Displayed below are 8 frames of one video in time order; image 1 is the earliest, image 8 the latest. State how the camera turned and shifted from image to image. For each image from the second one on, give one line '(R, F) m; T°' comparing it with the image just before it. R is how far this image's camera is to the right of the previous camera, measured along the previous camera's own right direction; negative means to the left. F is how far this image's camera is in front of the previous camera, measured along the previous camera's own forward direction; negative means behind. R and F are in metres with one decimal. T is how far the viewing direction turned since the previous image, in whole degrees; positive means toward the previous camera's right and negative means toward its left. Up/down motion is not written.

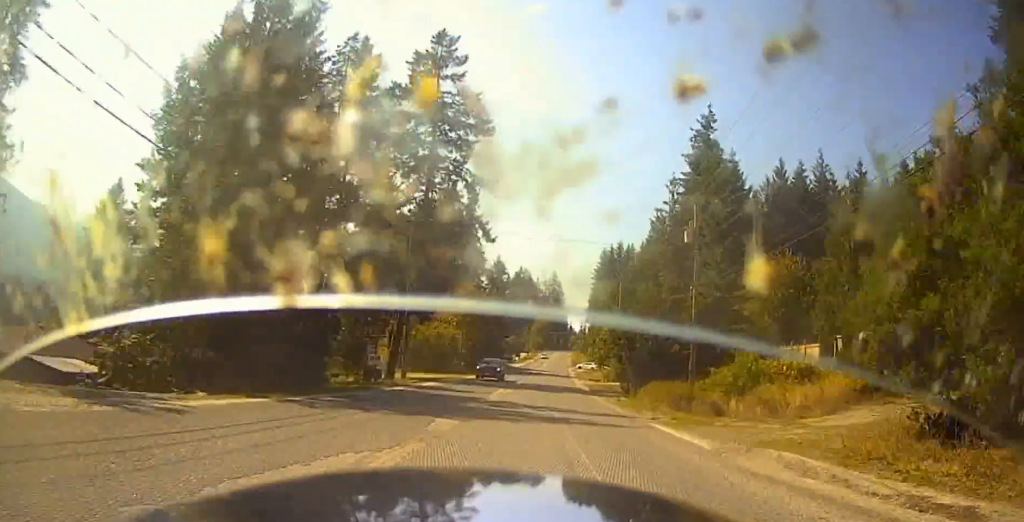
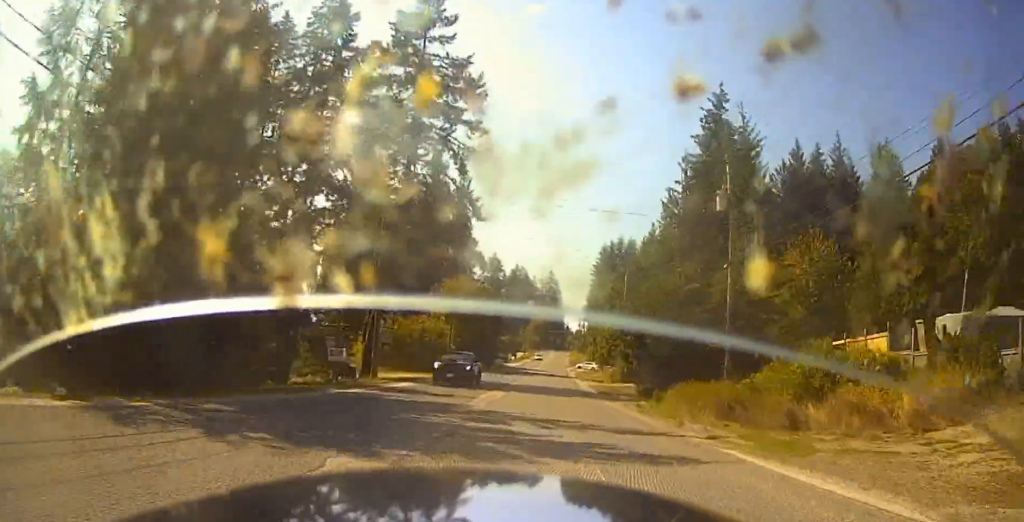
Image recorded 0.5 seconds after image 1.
(+0.2, +7.0) m; 0°
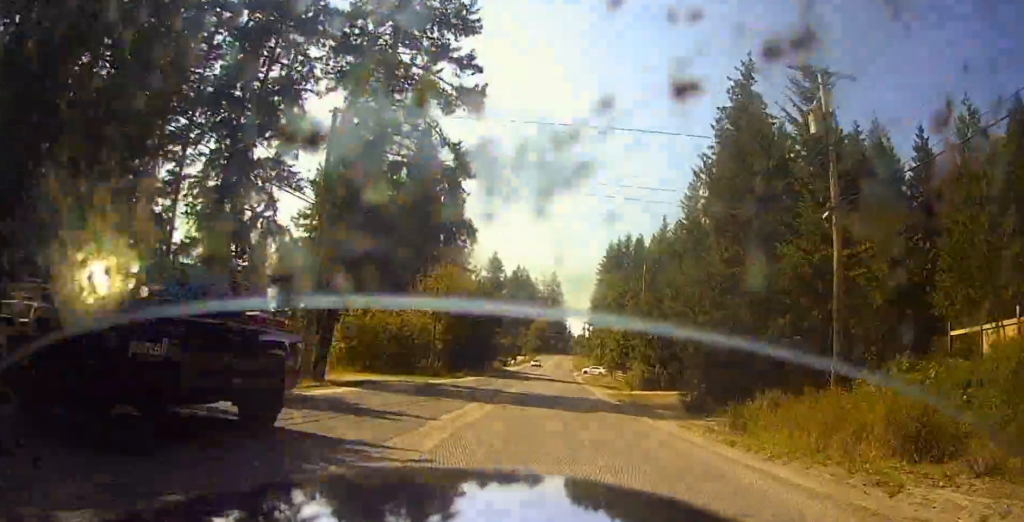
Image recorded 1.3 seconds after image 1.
(+0.1, +10.7) m; -1°
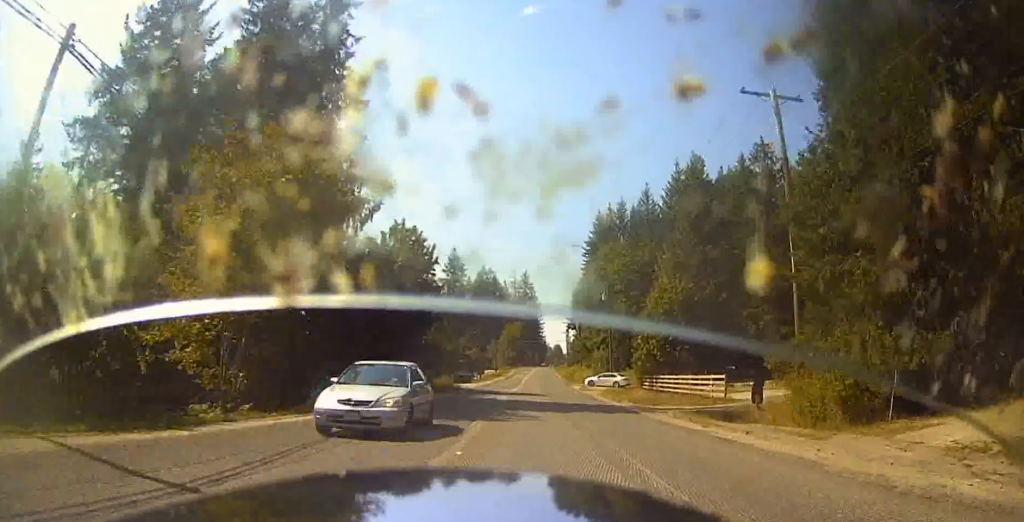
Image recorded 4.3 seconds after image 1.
(-1.5, +42.3) m; -2°
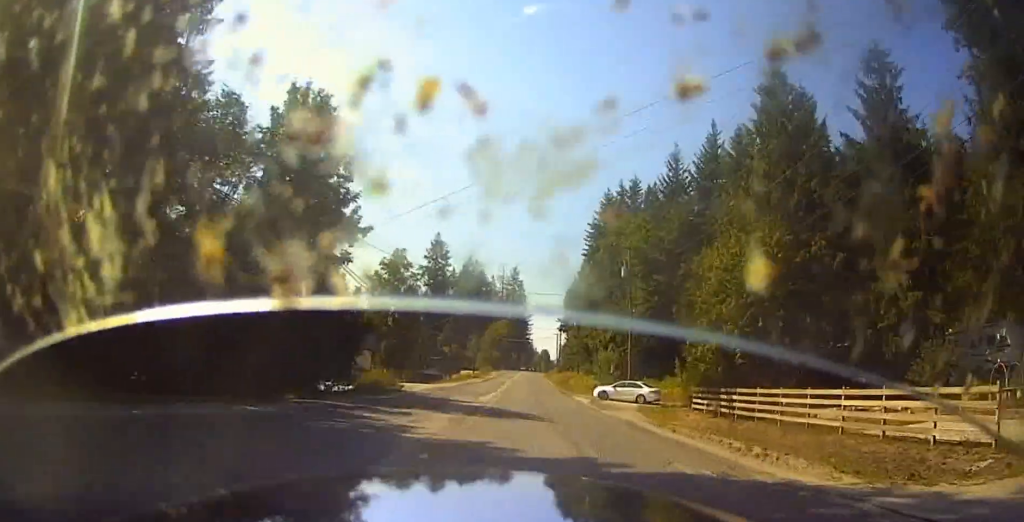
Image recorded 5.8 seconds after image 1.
(+0.1, +21.6) m; 0°
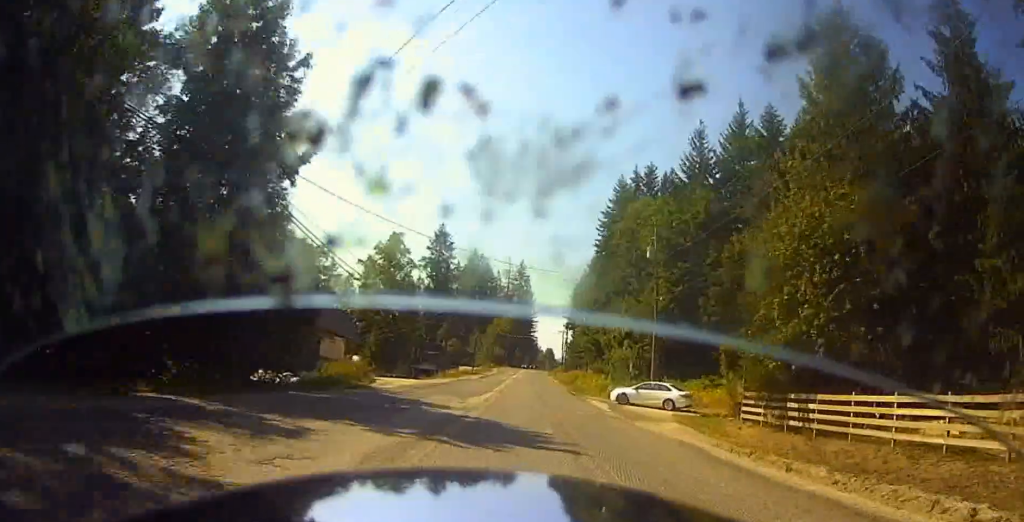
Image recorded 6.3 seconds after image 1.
(0.0, +8.1) m; 0°
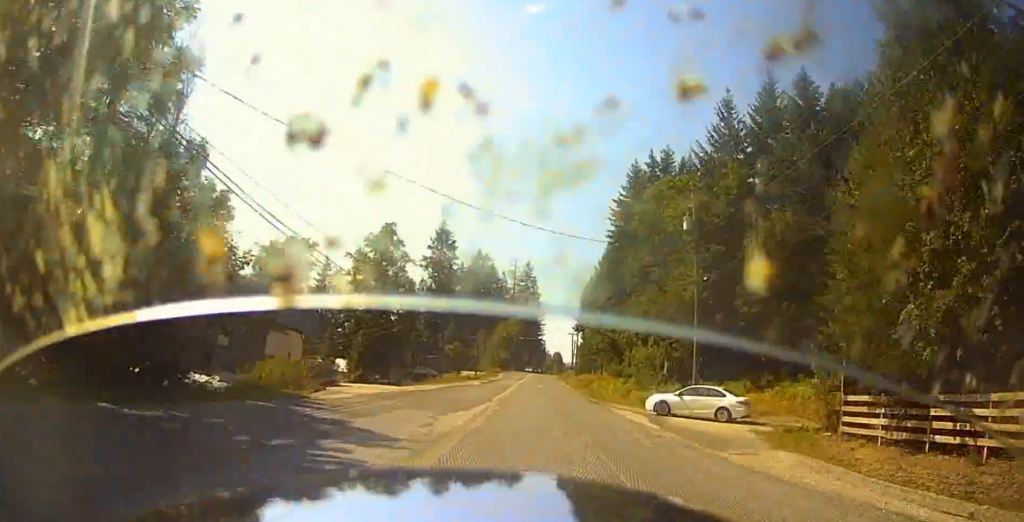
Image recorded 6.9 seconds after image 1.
(+0.3, +9.3) m; 0°
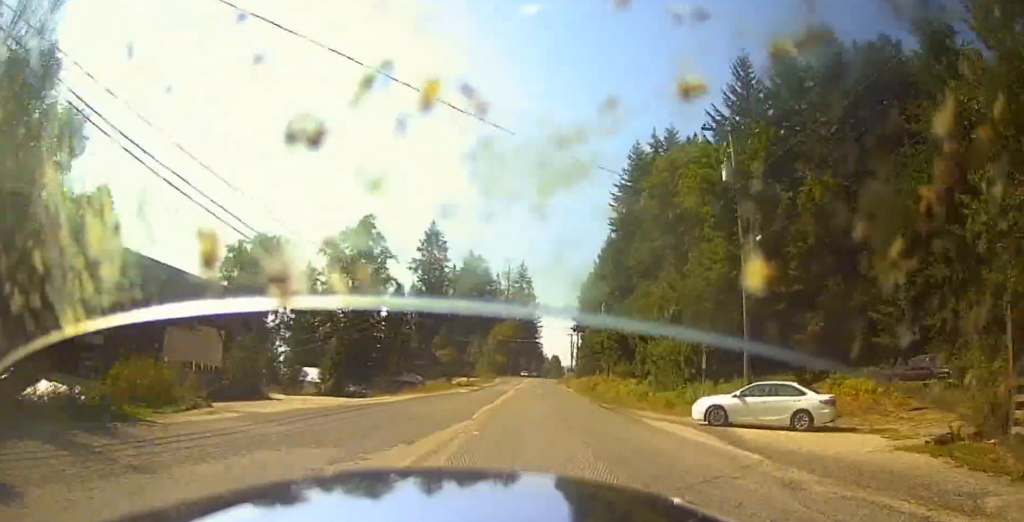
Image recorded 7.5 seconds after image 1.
(-0.1, +8.9) m; +1°
